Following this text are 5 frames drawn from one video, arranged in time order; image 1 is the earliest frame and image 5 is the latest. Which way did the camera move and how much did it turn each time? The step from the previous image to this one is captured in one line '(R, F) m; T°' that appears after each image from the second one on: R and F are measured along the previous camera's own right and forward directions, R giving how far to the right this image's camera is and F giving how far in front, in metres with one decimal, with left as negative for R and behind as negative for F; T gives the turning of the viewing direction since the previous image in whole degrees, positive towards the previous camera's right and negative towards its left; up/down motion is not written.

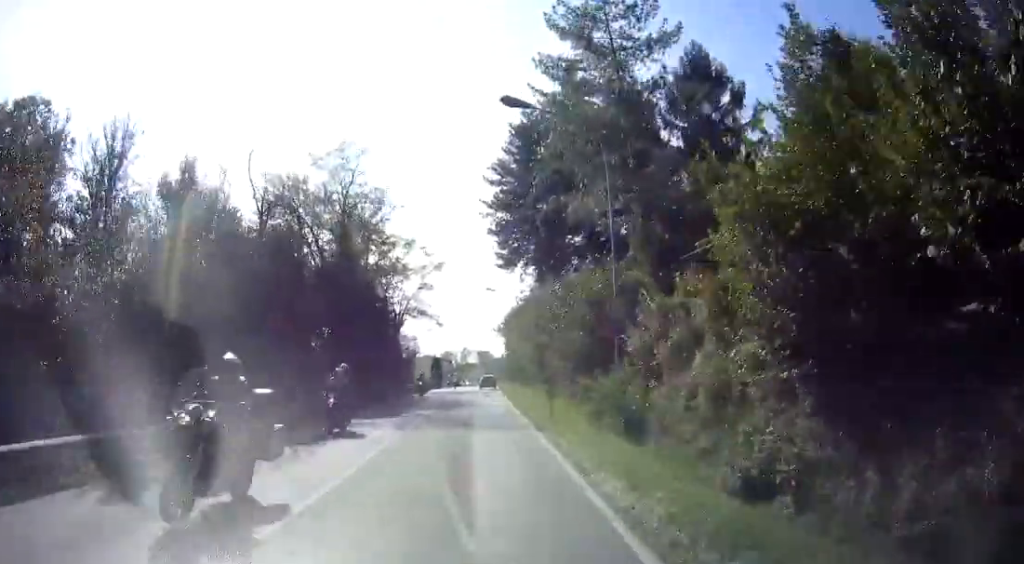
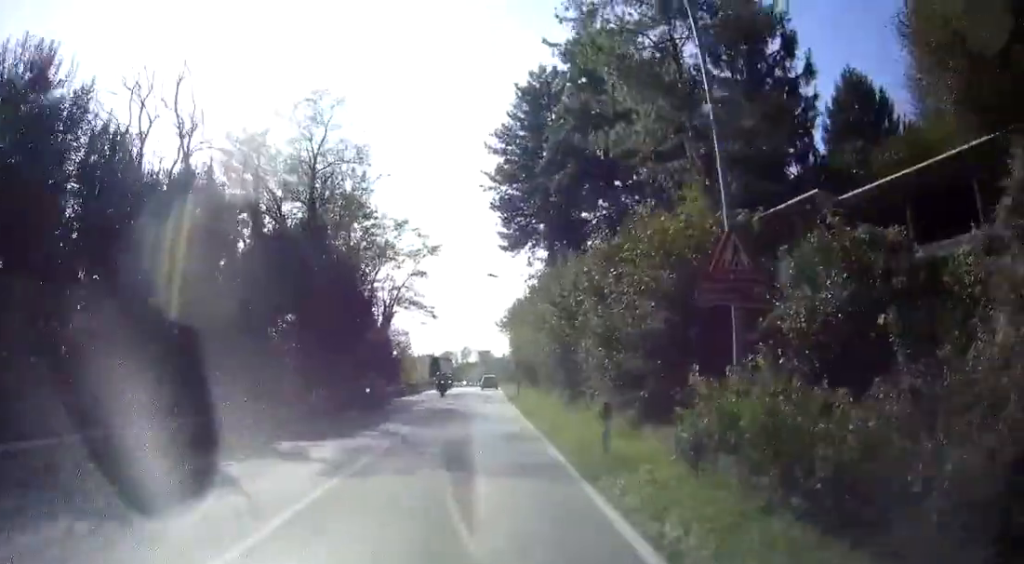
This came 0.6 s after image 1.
(0.0, +7.0) m; +2°
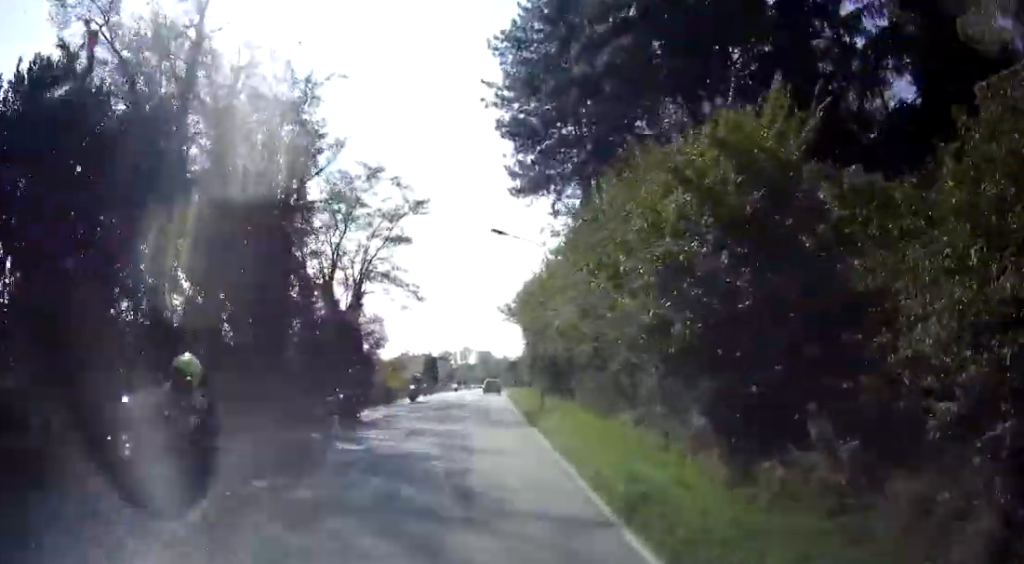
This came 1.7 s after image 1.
(+0.5, +13.9) m; +3°
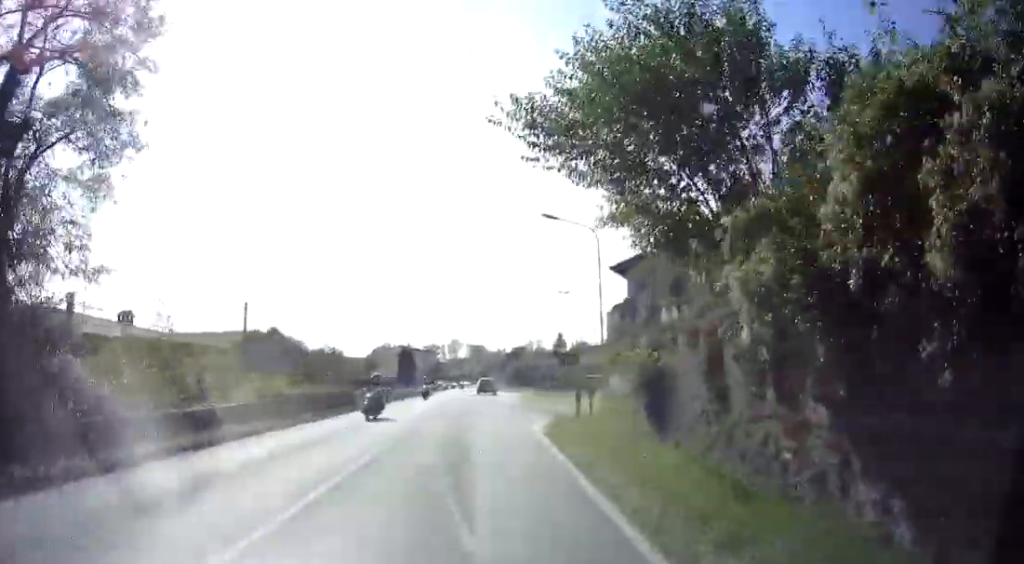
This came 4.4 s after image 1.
(+0.1, +34.2) m; 0°
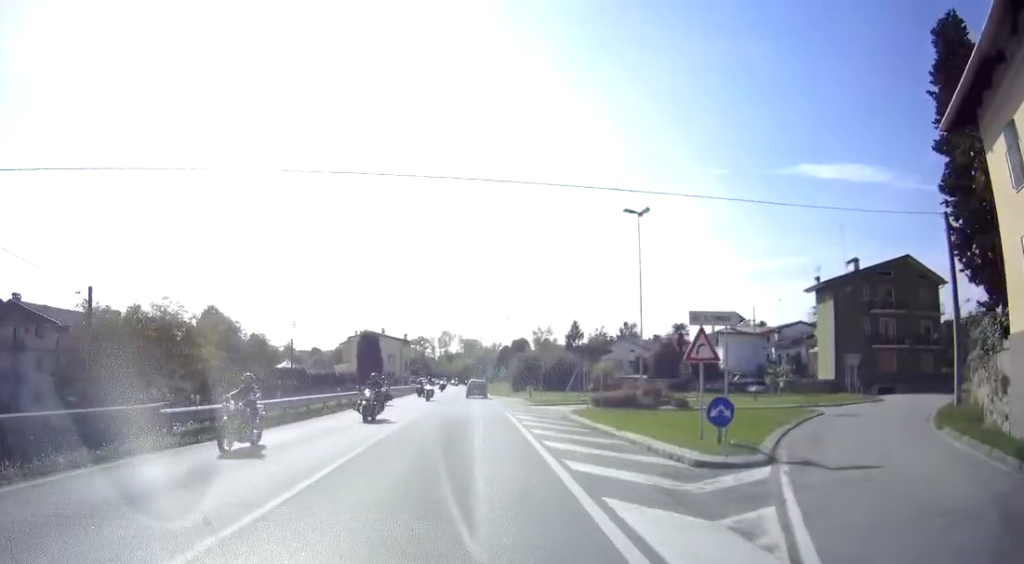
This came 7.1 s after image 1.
(-0.5, +33.0) m; -1°
